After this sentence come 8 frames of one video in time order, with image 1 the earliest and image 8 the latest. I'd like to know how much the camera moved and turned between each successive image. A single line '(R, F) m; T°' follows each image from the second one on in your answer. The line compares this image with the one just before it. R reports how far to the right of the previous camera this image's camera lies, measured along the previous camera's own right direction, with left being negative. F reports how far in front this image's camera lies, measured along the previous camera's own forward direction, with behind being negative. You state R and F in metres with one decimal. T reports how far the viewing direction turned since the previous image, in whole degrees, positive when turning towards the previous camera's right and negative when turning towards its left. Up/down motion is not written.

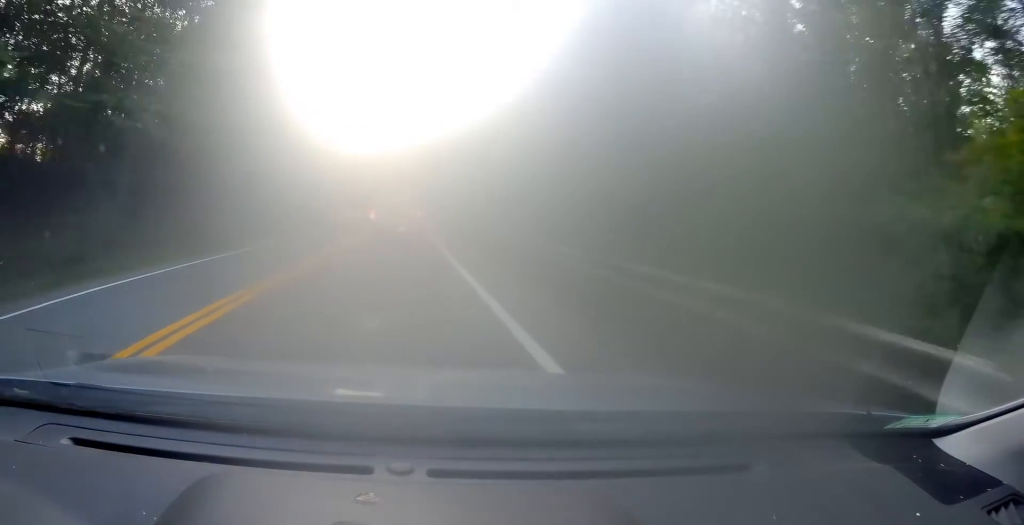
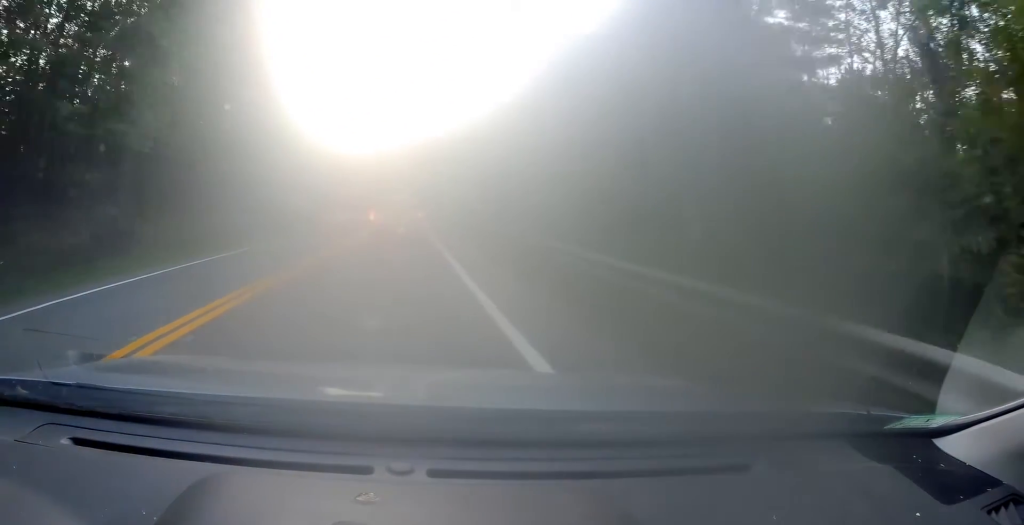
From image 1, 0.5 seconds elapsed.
(+0.2, +9.3) m; +1°
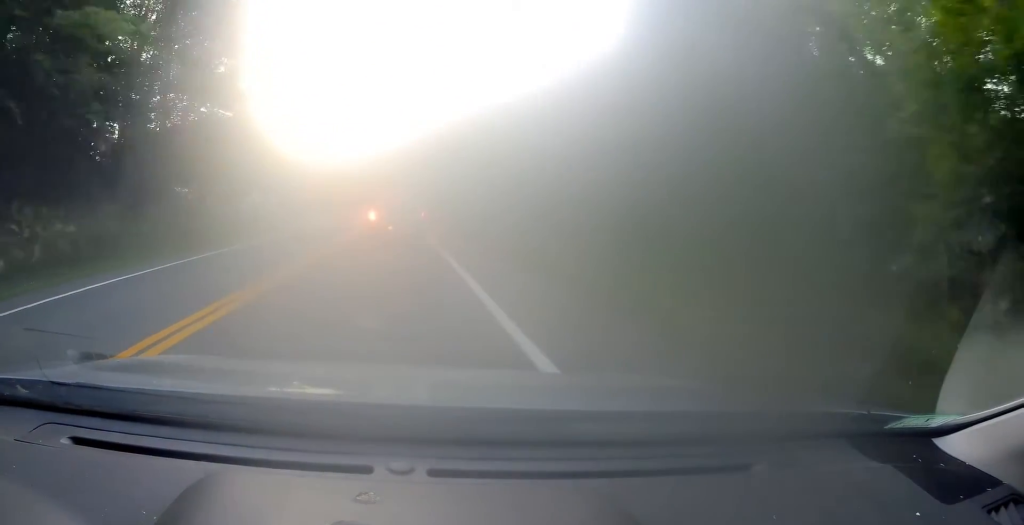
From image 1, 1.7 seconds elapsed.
(+0.3, +24.4) m; 0°
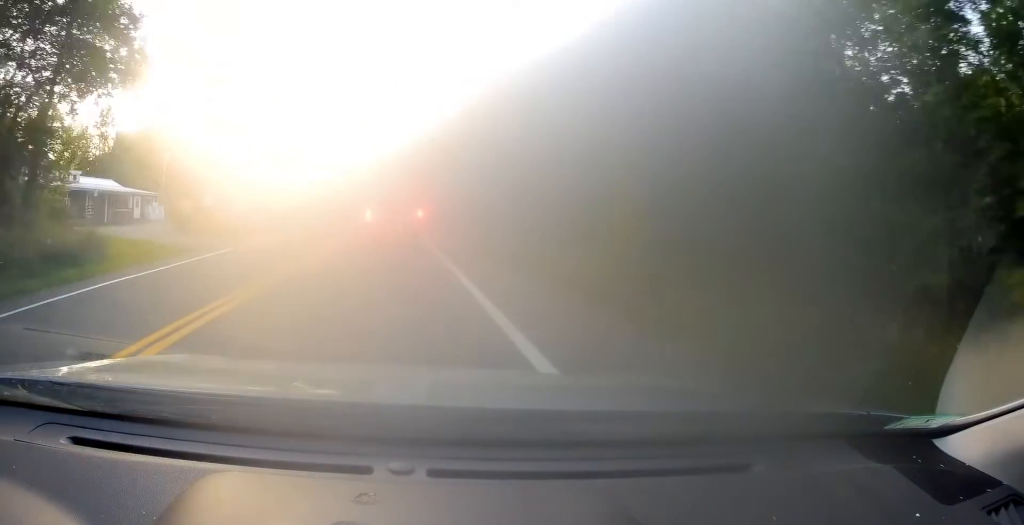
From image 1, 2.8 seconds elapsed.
(-0.4, +20.1) m; -1°
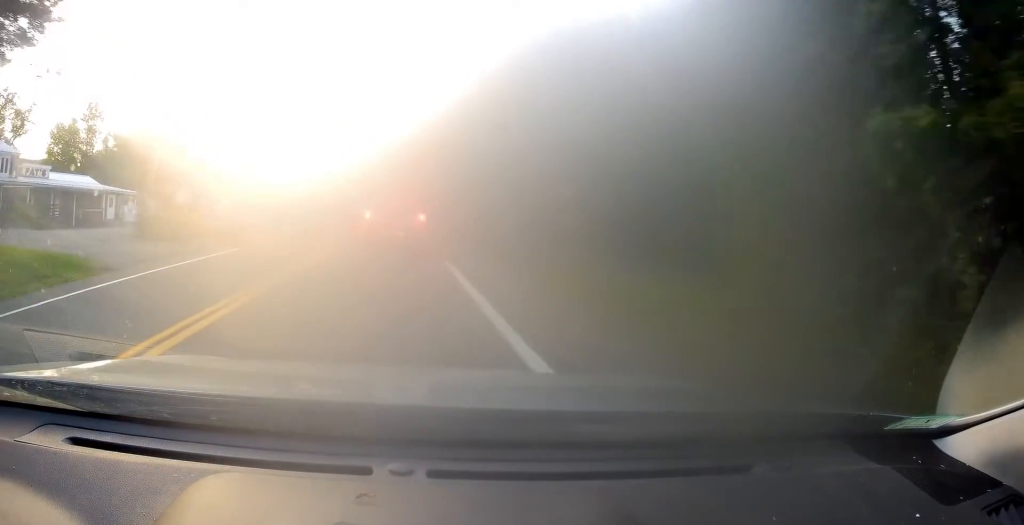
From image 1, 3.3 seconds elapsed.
(0.0, +7.5) m; 0°
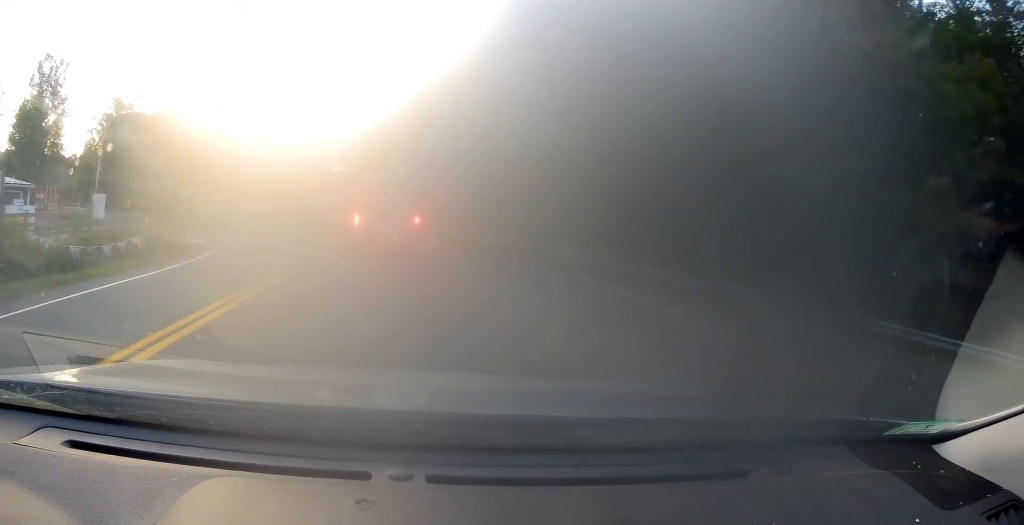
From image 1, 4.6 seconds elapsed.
(-0.2, +21.9) m; -3°
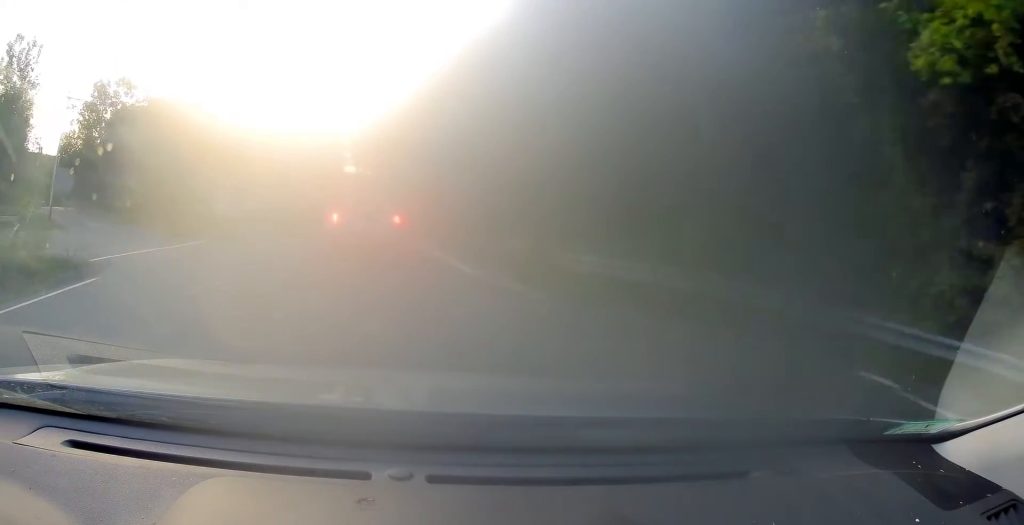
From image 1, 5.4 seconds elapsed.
(-0.4, +11.3) m; -3°
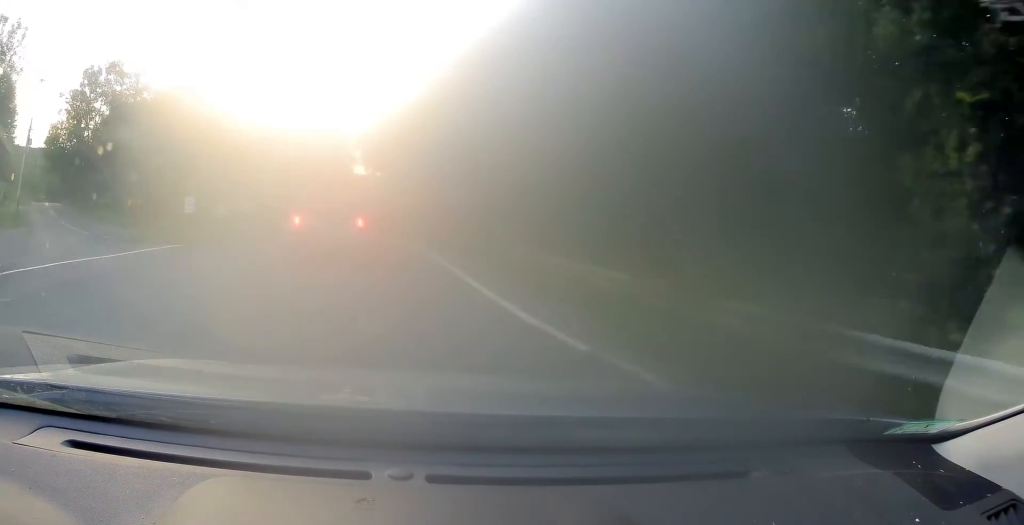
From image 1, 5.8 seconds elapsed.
(-0.3, +6.5) m; -1°
